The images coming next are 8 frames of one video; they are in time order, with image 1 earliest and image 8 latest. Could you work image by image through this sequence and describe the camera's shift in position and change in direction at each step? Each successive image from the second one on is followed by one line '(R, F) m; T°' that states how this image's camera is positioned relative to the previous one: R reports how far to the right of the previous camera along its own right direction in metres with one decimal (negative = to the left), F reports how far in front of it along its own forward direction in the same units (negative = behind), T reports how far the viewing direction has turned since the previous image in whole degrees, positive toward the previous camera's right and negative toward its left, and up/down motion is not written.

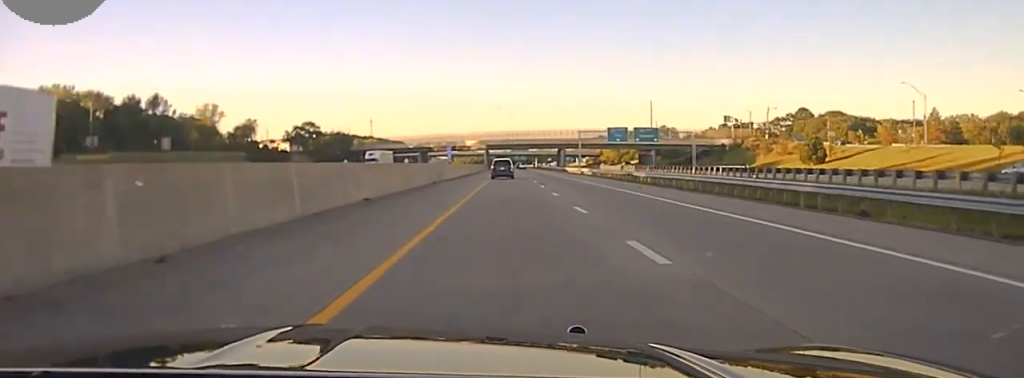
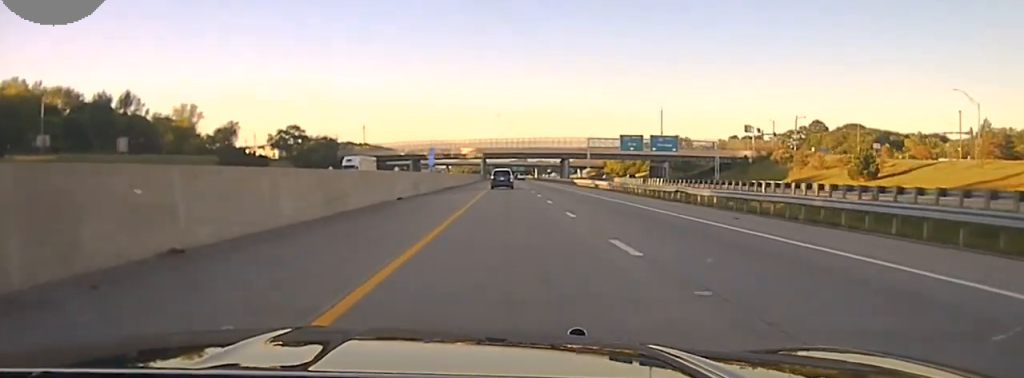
(0.0, +22.7) m; 0°
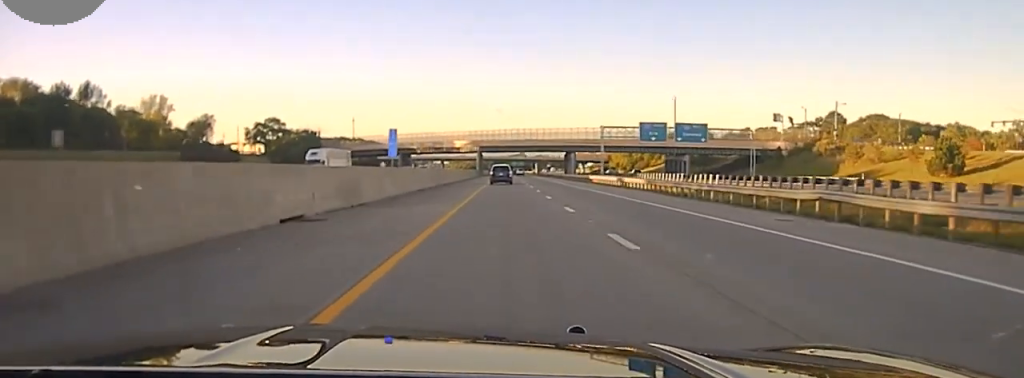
(+0.1, +24.4) m; 0°
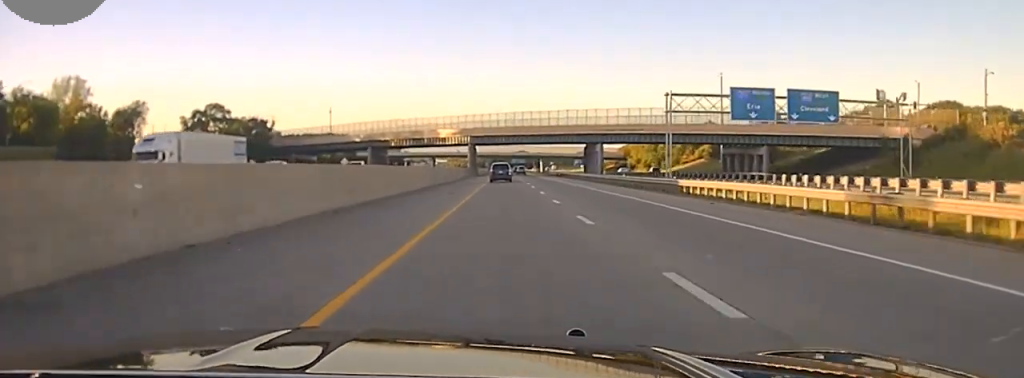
(+0.1, +52.2) m; 0°
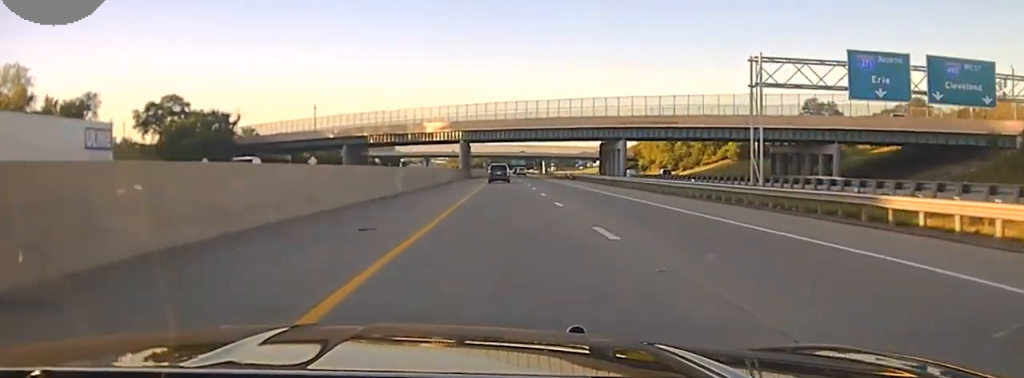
(0.0, +27.9) m; 0°
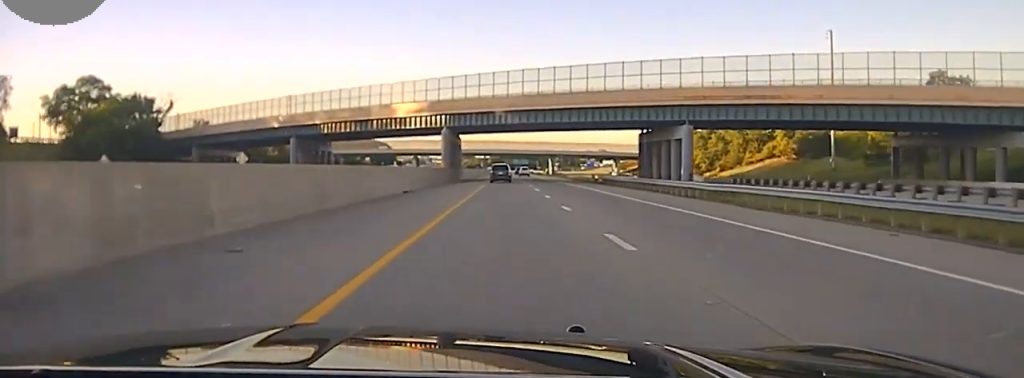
(0.0, +39.9) m; 0°
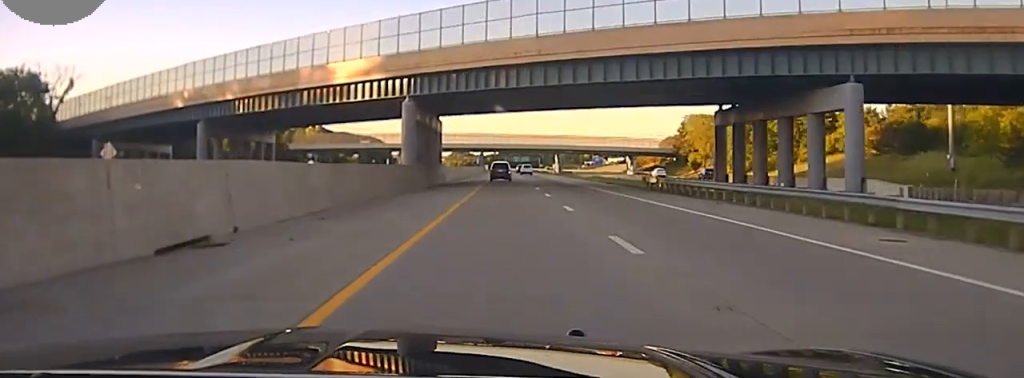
(0.0, +36.8) m; 0°
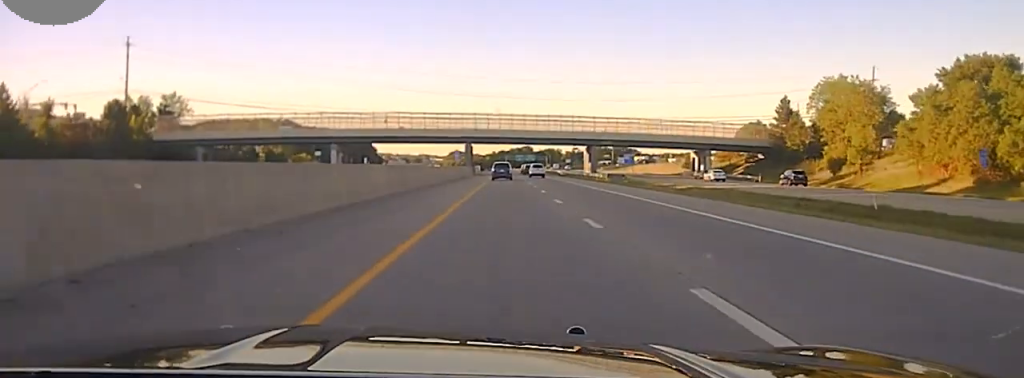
(+0.1, +92.1) m; 0°
